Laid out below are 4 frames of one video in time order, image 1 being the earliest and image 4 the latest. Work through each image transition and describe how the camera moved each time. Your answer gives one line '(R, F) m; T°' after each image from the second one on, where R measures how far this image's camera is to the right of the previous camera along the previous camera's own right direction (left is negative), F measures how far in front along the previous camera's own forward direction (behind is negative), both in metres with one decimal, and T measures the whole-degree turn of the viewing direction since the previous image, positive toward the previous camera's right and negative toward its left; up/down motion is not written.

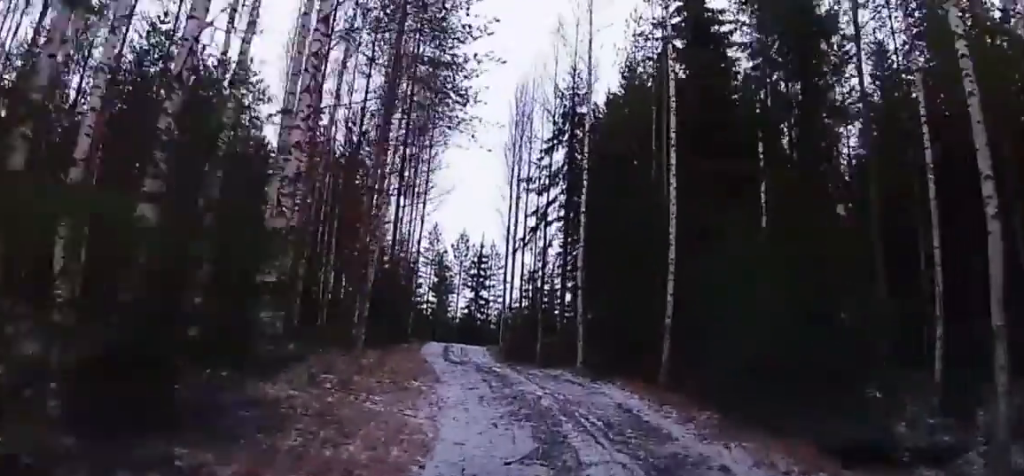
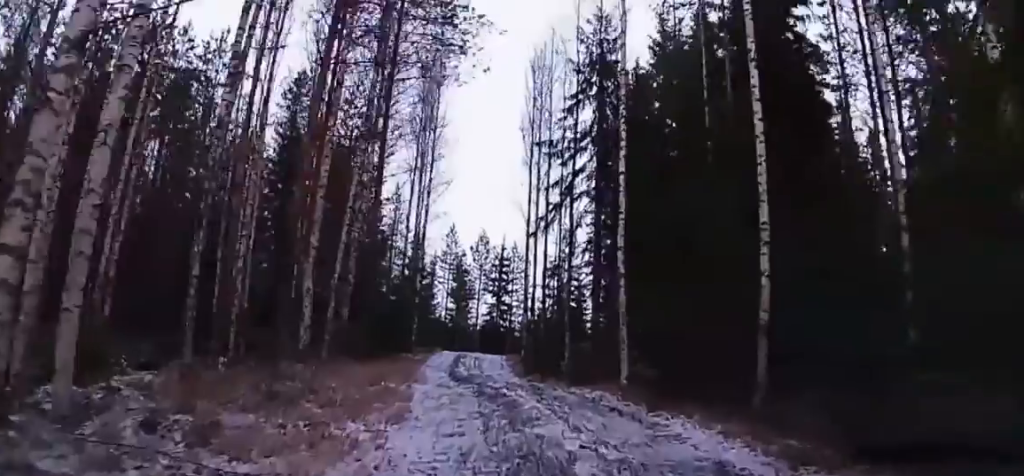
(+0.7, +3.3) m; -2°
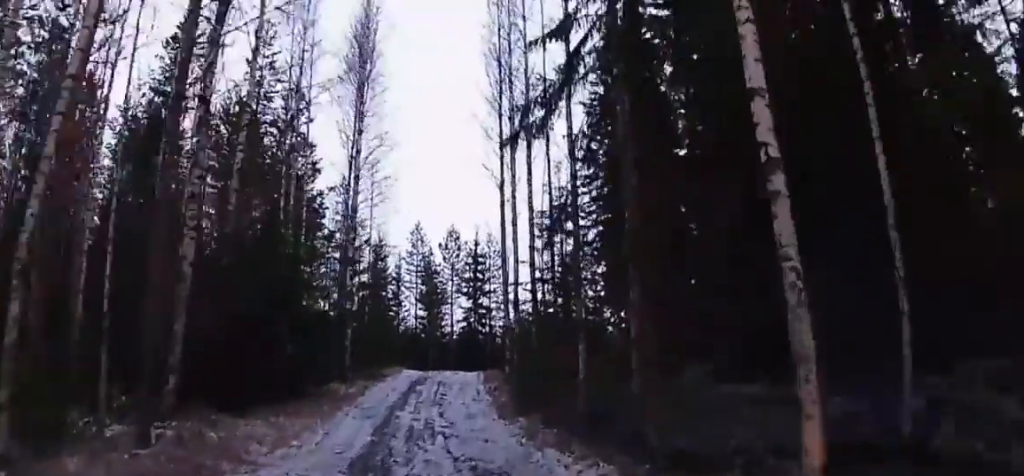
(-4.7, +9.4) m; -29°
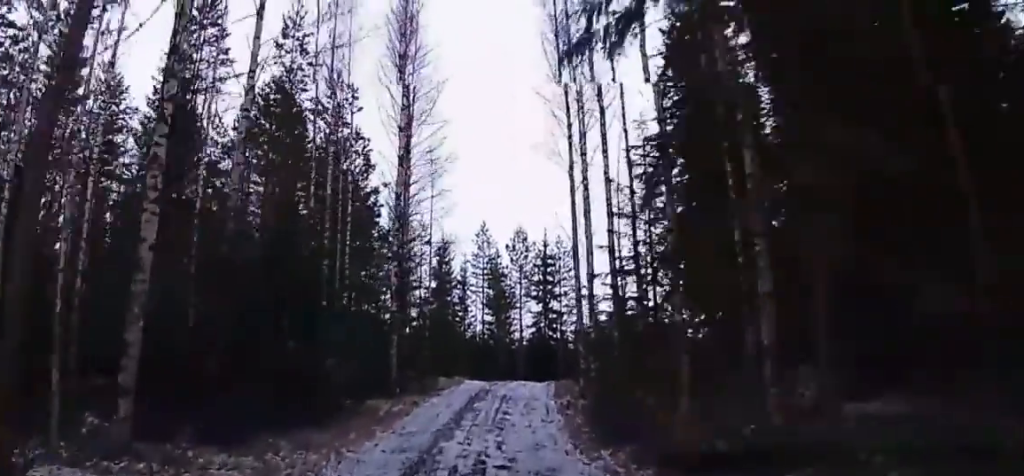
(+0.2, +4.9) m; +2°
